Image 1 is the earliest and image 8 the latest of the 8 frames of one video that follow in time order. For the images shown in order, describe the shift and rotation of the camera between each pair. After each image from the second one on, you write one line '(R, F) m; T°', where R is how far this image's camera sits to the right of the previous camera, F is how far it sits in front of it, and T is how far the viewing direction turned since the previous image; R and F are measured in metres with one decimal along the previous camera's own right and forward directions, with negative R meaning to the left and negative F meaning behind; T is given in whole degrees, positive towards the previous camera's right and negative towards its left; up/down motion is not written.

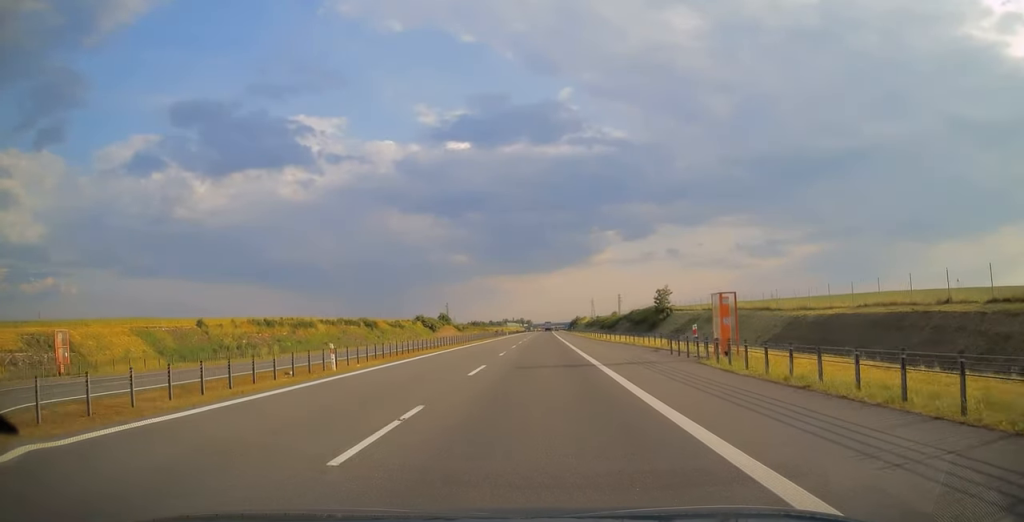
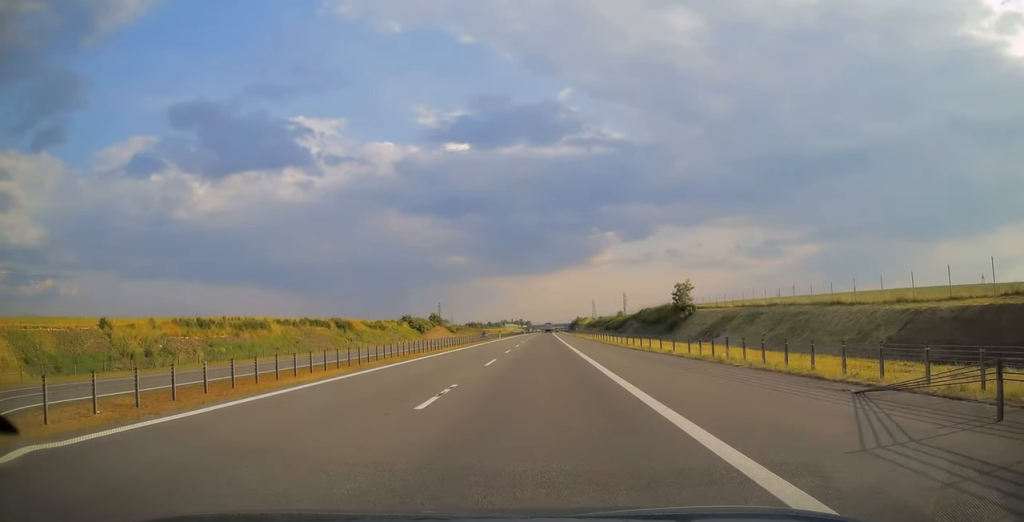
(0.0, +19.2) m; 0°
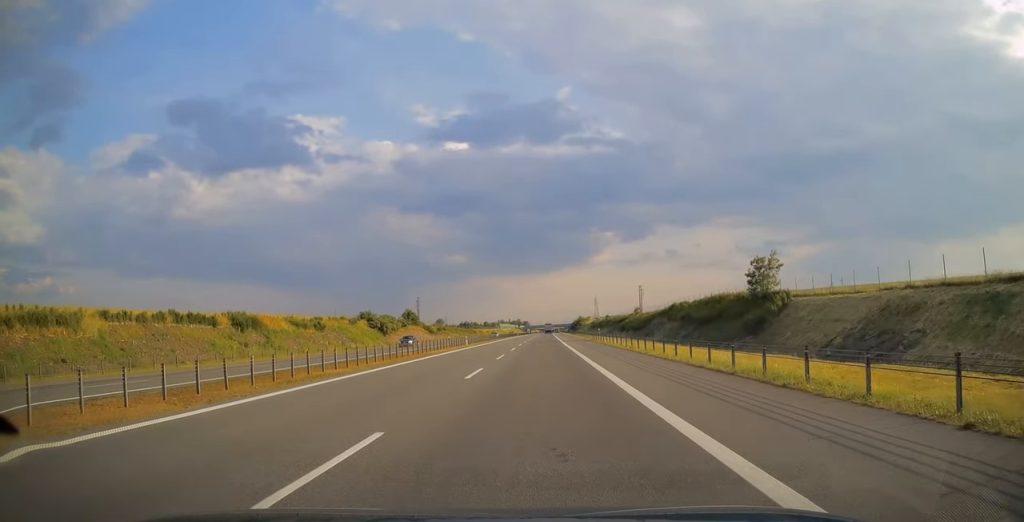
(-0.1, +42.4) m; 0°
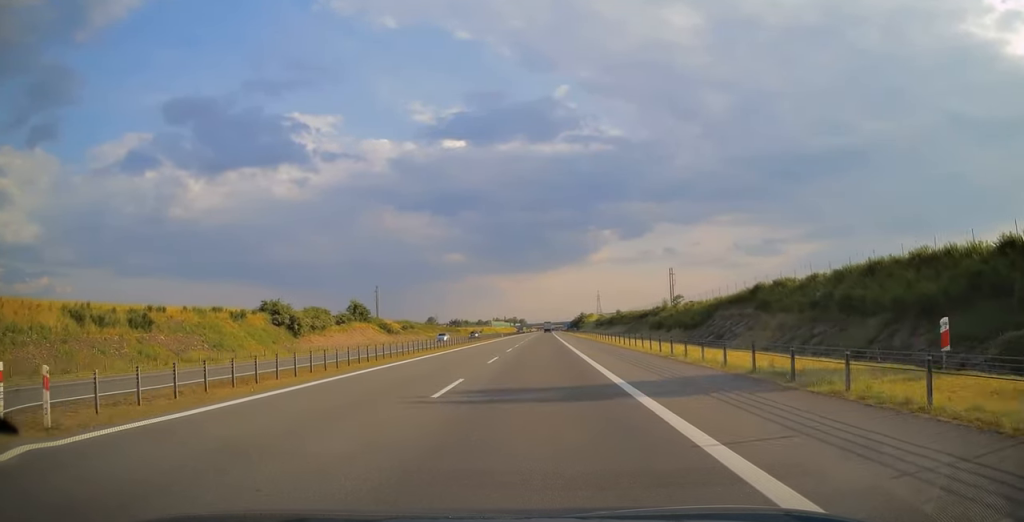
(+0.2, +51.8) m; +1°
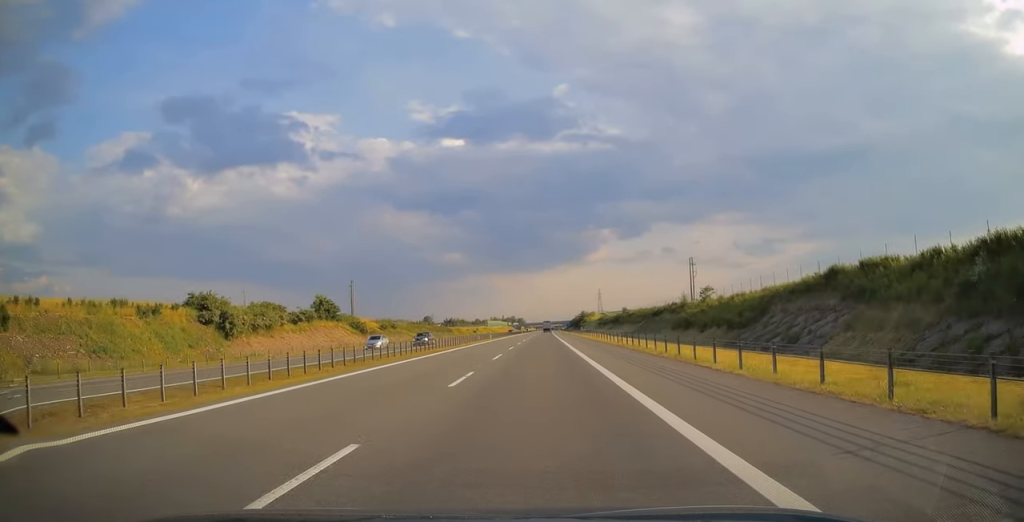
(0.0, +21.4) m; 0°
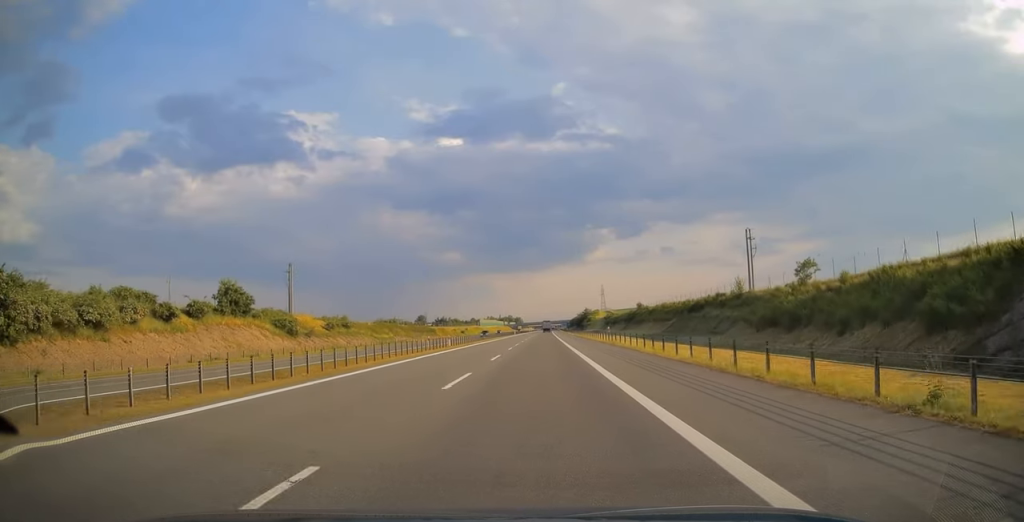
(0.0, +37.1) m; 0°
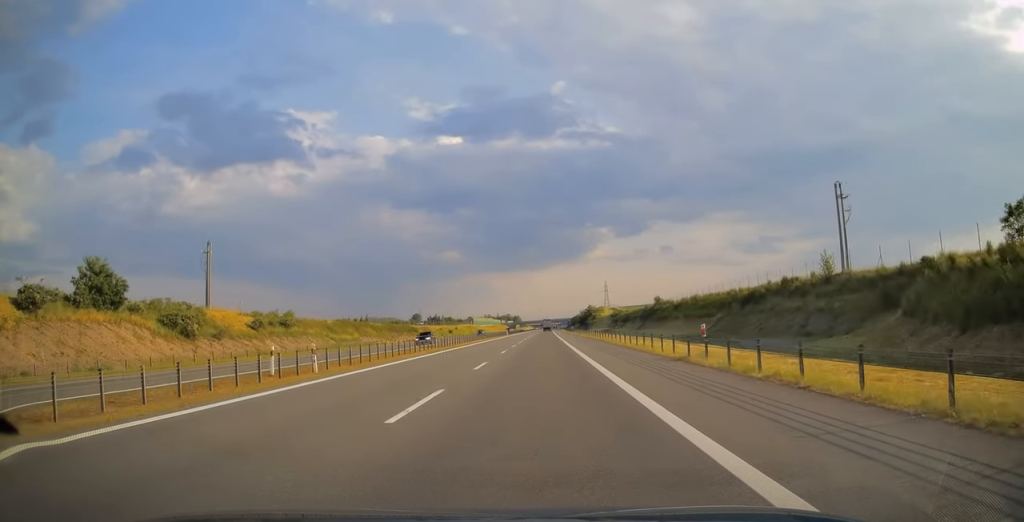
(0.0, +29.8) m; 0°
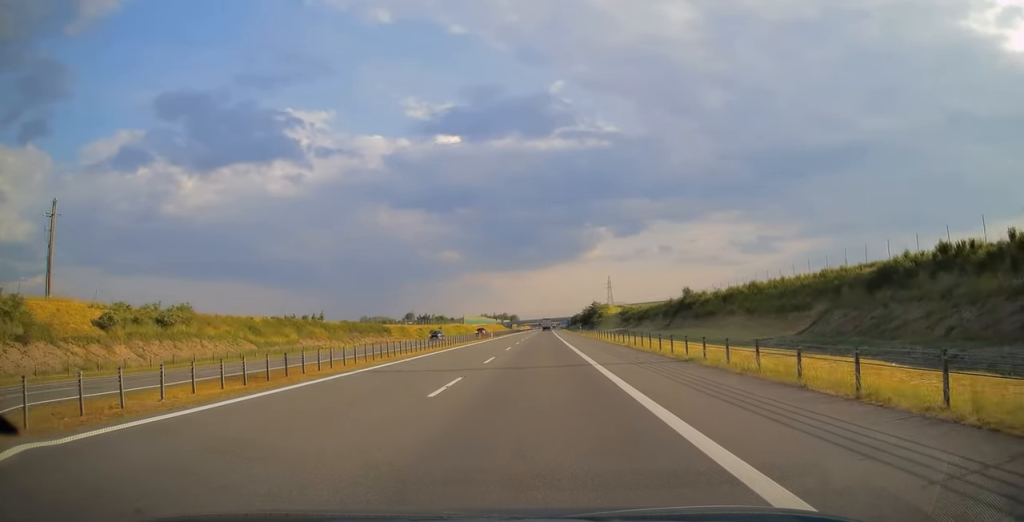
(0.0, +32.6) m; 0°
